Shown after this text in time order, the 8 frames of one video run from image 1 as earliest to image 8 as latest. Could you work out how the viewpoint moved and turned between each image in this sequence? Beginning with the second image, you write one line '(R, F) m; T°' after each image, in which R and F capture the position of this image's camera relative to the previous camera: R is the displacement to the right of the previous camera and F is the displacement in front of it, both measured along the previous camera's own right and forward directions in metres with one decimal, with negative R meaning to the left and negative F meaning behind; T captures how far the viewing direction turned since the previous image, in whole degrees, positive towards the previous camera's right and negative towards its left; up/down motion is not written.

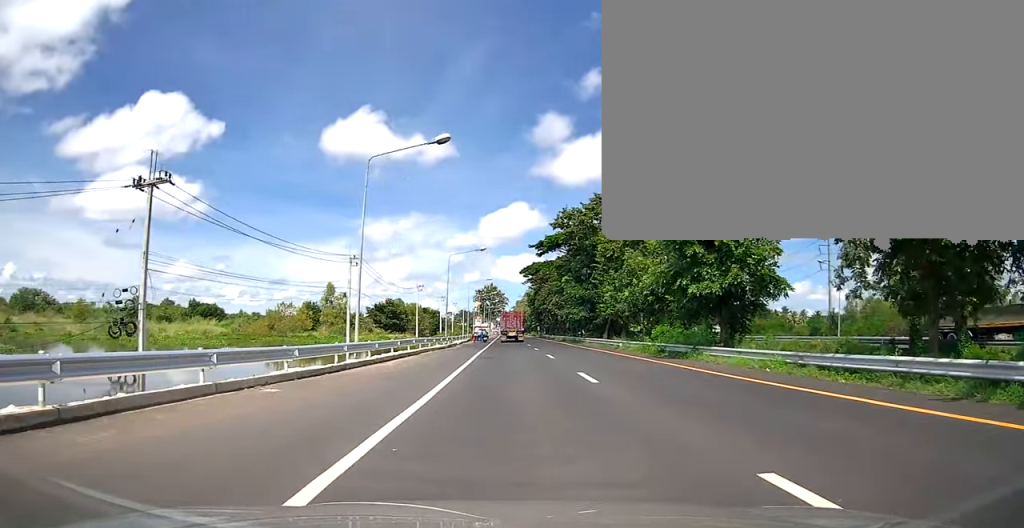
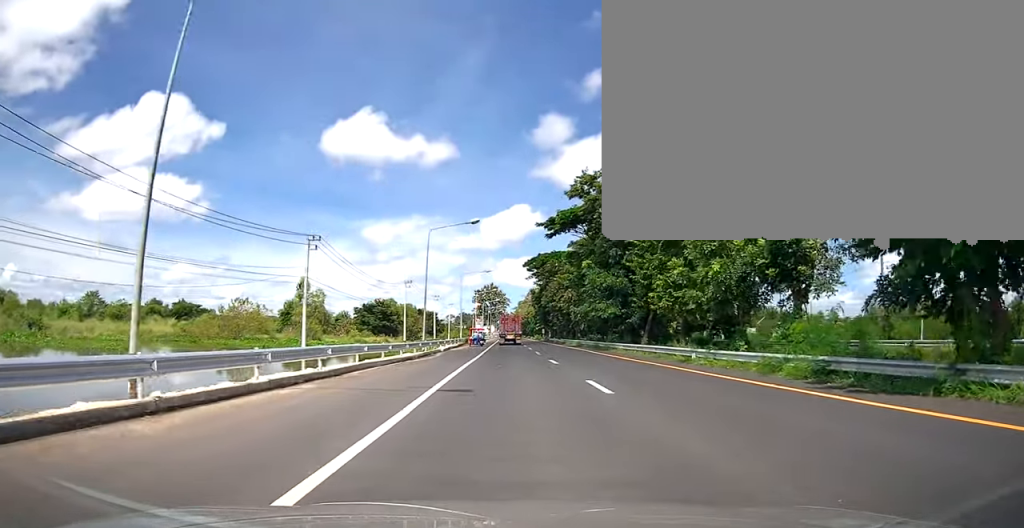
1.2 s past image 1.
(-0.1, +14.1) m; -1°
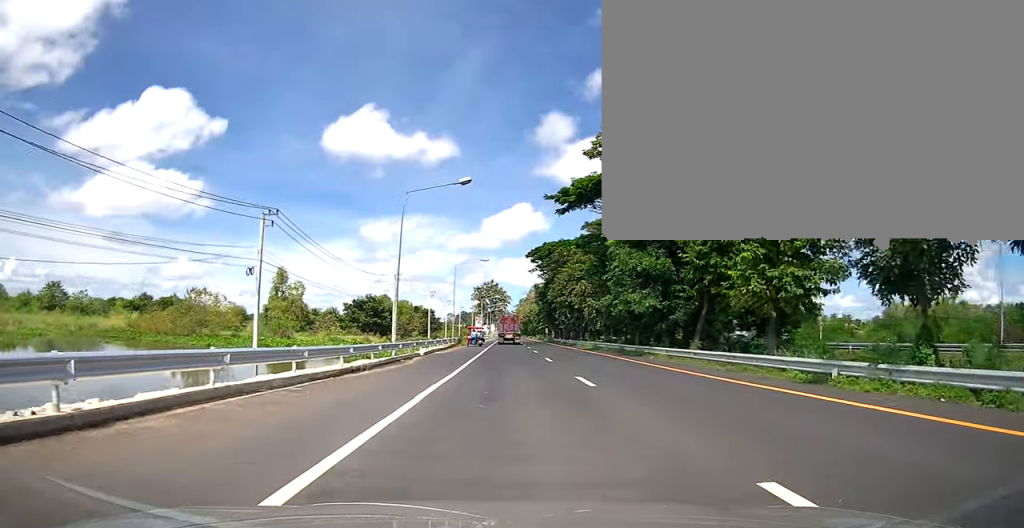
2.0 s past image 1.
(0.0, +9.9) m; 0°
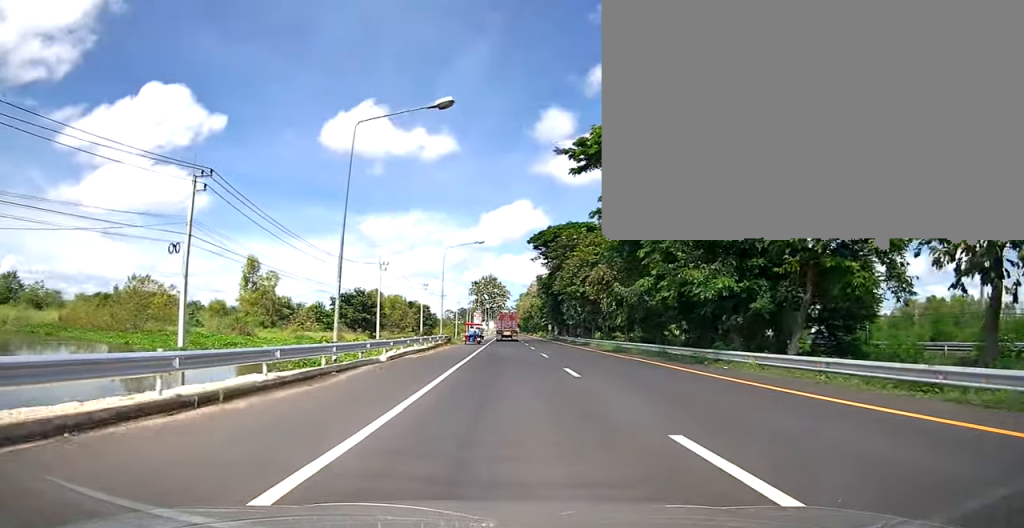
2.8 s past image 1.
(0.0, +9.6) m; 0°
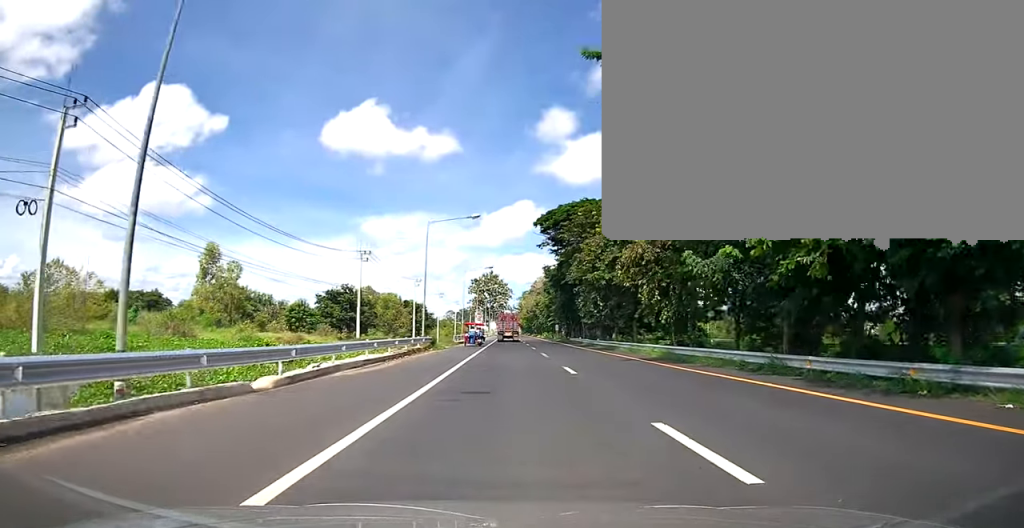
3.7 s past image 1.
(0.0, +11.1) m; 0°
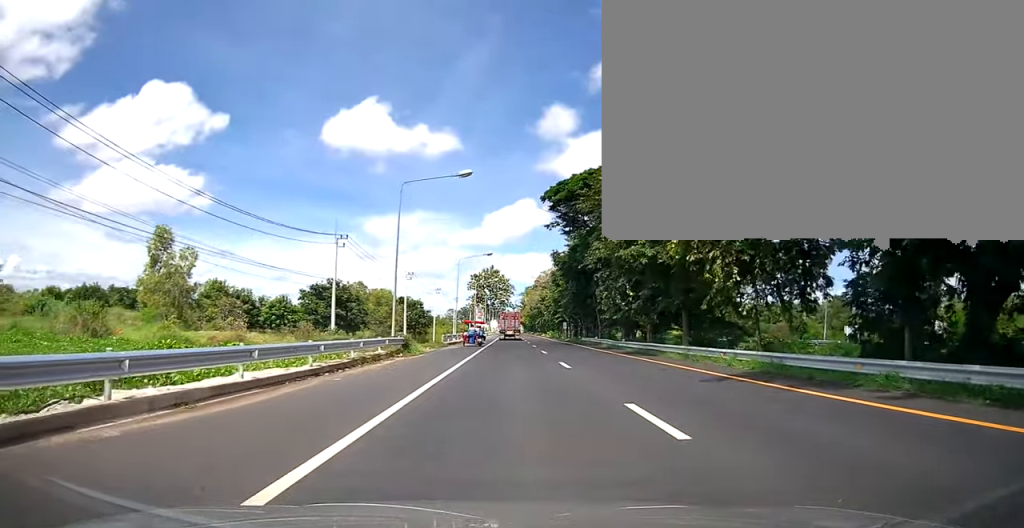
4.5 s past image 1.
(0.0, +10.1) m; 0°
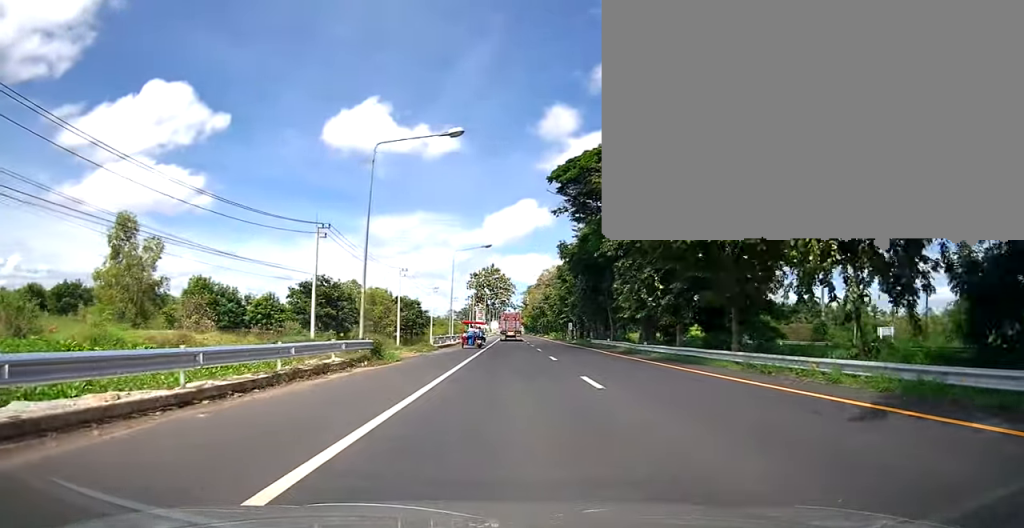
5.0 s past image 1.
(+0.1, +6.1) m; 0°
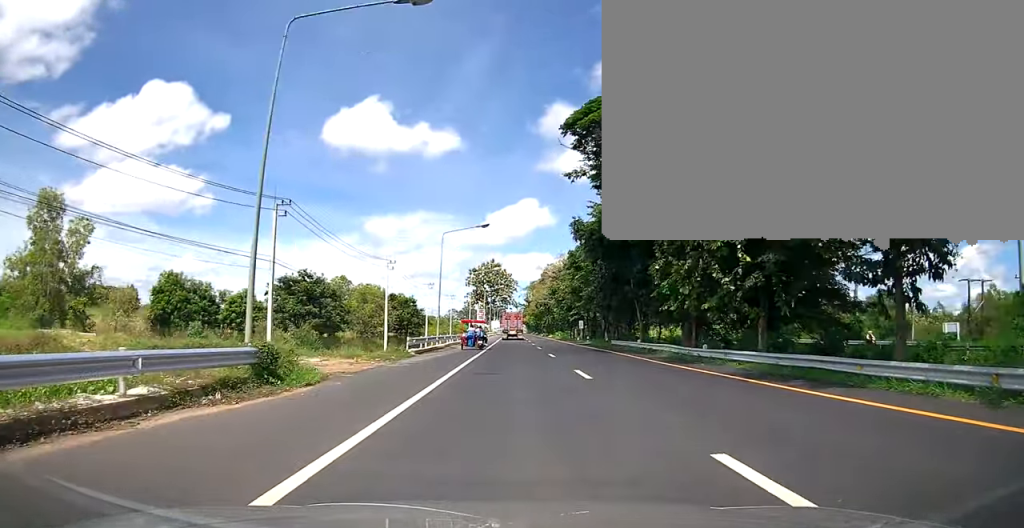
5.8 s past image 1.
(0.0, +9.7) m; -1°
